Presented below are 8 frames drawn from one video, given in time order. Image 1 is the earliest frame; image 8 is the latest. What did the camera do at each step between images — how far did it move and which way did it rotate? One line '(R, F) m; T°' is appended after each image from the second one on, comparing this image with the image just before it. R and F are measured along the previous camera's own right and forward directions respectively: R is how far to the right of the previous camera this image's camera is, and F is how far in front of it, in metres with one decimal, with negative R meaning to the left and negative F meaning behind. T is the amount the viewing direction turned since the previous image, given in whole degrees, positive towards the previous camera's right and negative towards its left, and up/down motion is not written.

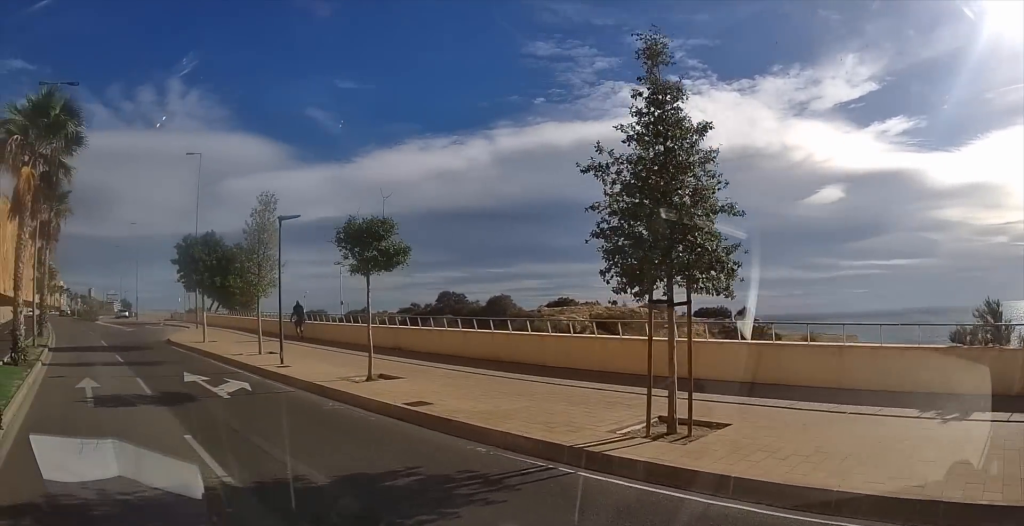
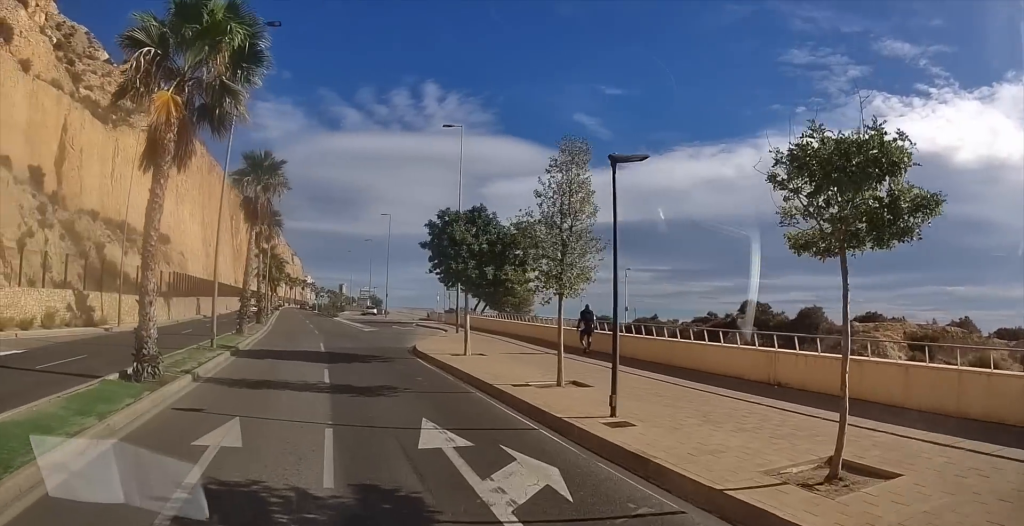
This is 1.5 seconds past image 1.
(-1.4, +7.1) m; -21°
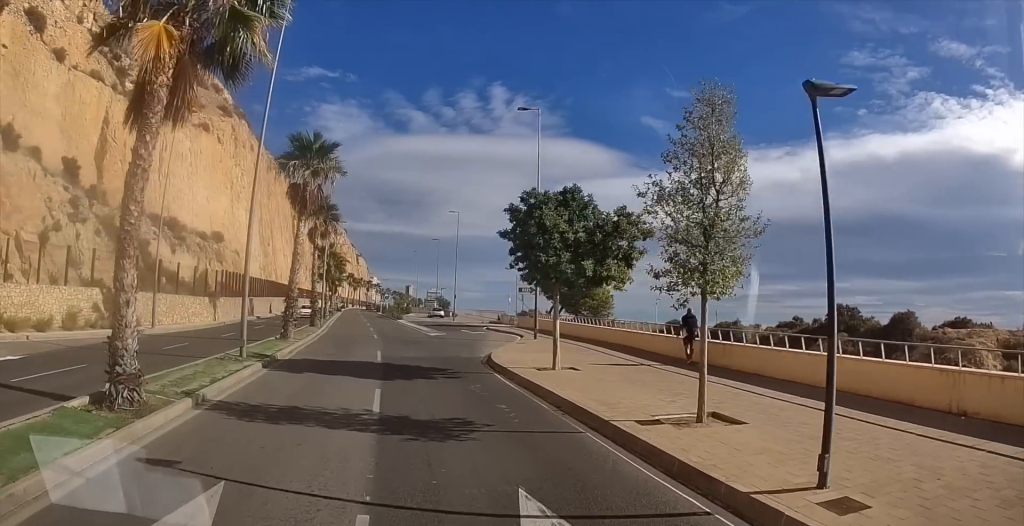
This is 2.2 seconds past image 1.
(-0.3, +3.7) m; -11°
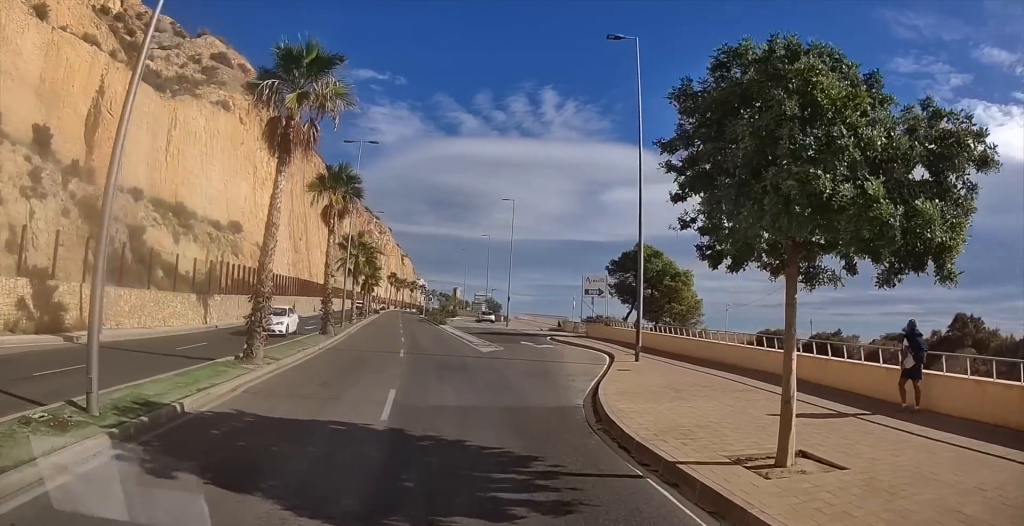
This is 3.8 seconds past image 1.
(-1.3, +9.2) m; -8°
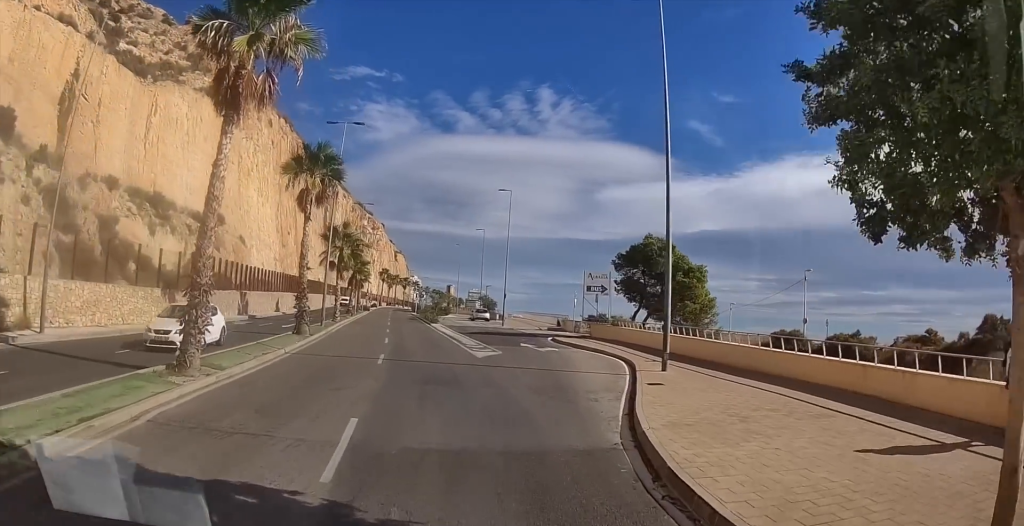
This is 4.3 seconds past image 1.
(+0.1, +3.6) m; +1°
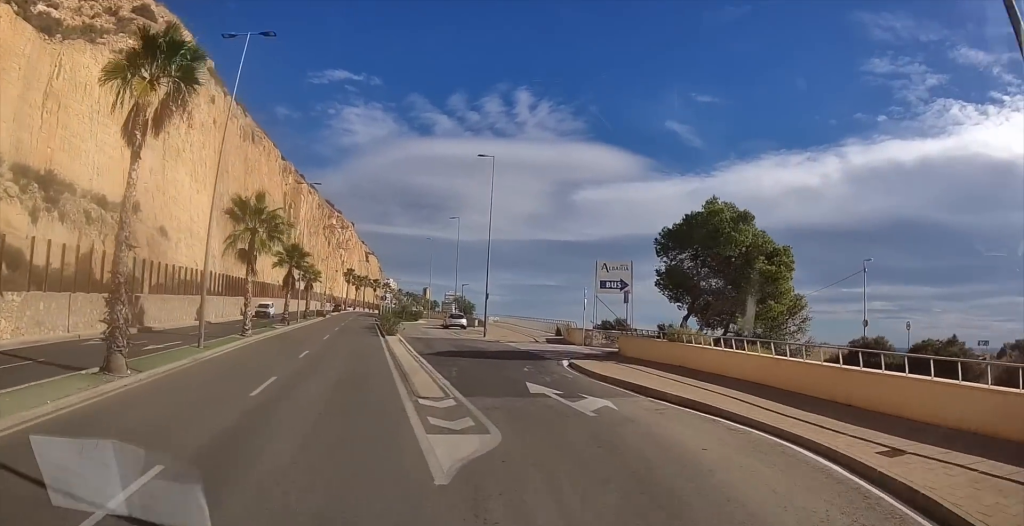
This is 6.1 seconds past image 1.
(-0.1, +13.7) m; 0°
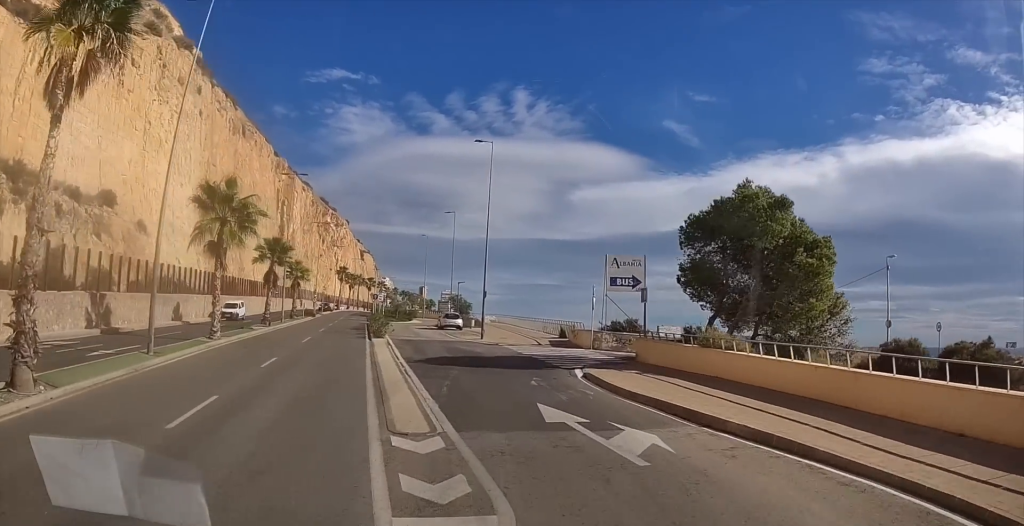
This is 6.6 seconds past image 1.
(0.0, +3.6) m; 0°
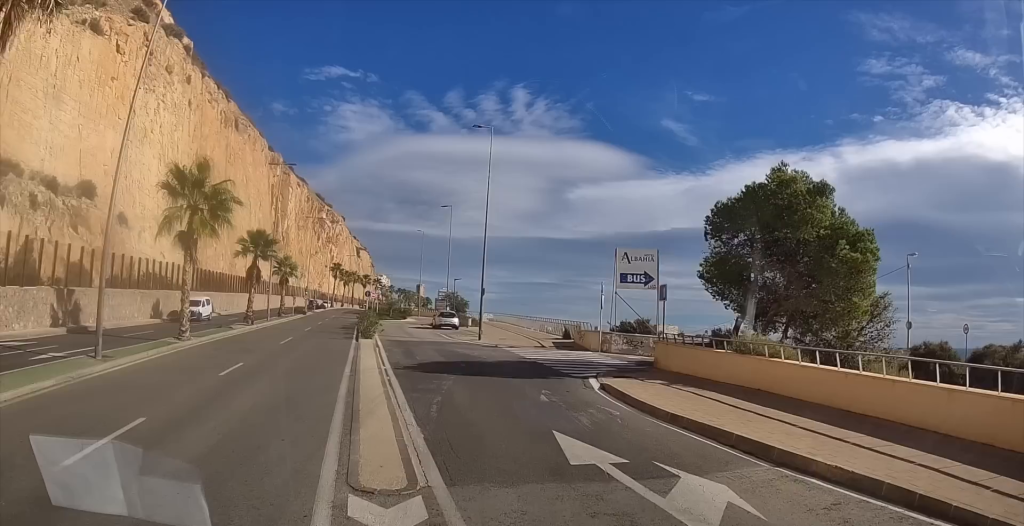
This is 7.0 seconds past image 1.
(0.0, +3.3) m; 0°
